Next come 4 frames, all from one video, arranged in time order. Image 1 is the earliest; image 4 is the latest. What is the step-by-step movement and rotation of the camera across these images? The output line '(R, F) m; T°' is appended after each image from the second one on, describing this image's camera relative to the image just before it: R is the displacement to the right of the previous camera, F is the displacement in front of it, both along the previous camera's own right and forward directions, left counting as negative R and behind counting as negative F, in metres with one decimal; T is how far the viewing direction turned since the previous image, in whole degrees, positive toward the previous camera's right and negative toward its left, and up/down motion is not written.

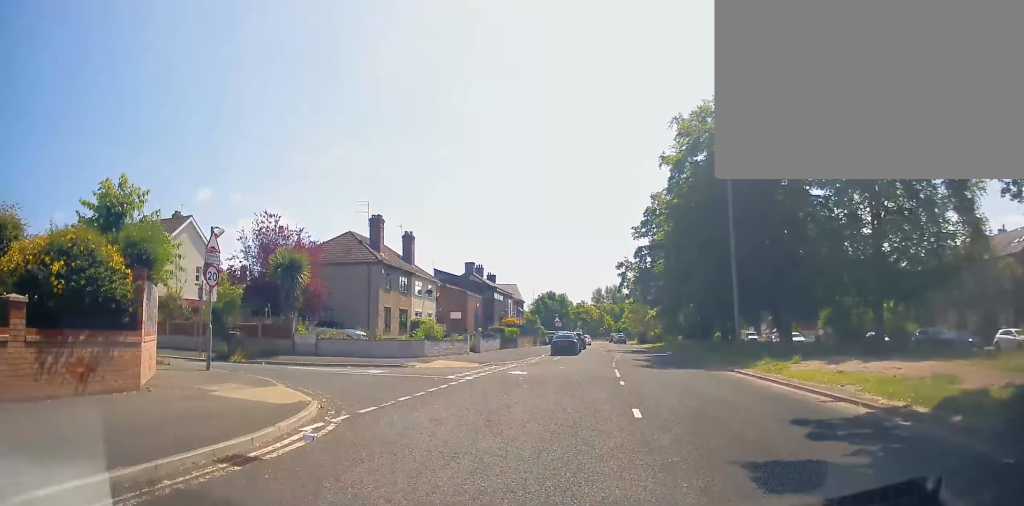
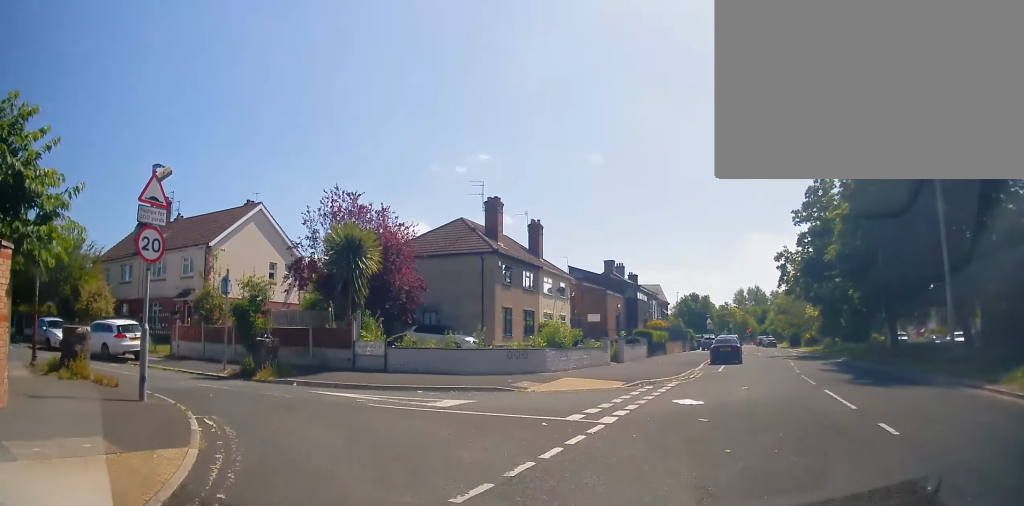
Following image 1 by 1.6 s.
(-0.3, +8.8) m; -7°
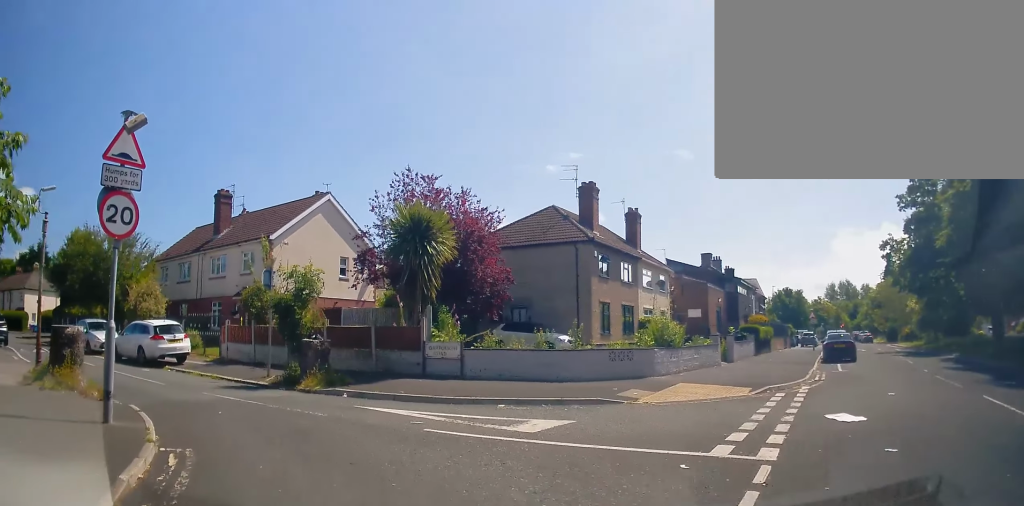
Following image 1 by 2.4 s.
(0.0, +3.5) m; -10°
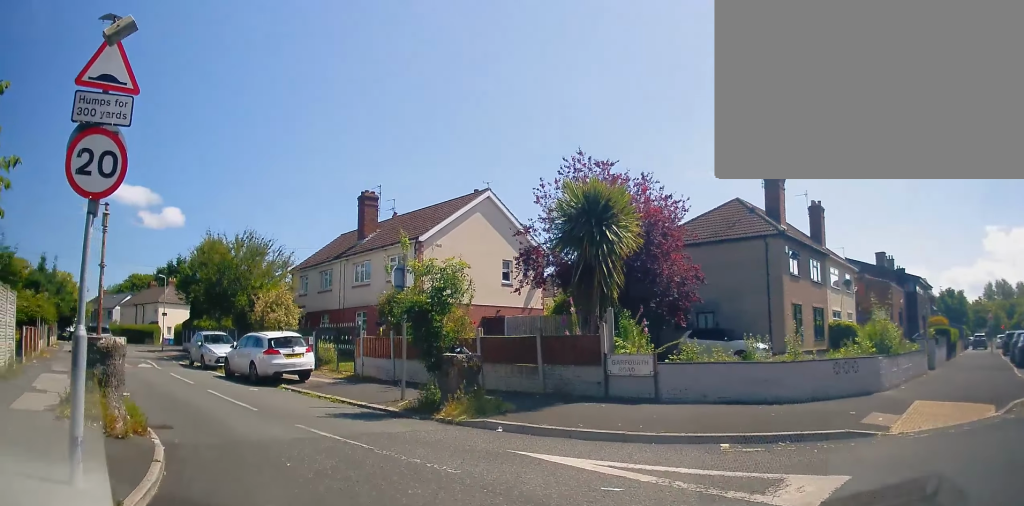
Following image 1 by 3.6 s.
(-1.0, +4.1) m; -21°
